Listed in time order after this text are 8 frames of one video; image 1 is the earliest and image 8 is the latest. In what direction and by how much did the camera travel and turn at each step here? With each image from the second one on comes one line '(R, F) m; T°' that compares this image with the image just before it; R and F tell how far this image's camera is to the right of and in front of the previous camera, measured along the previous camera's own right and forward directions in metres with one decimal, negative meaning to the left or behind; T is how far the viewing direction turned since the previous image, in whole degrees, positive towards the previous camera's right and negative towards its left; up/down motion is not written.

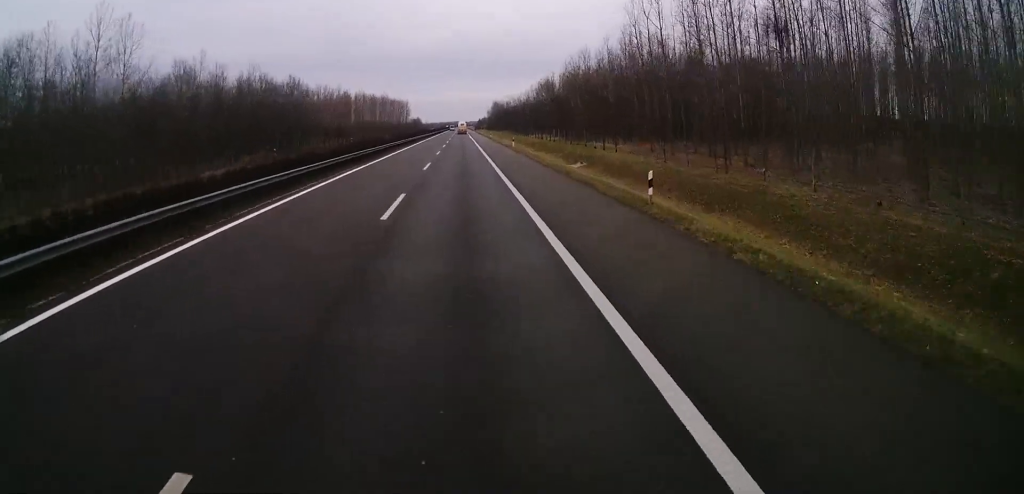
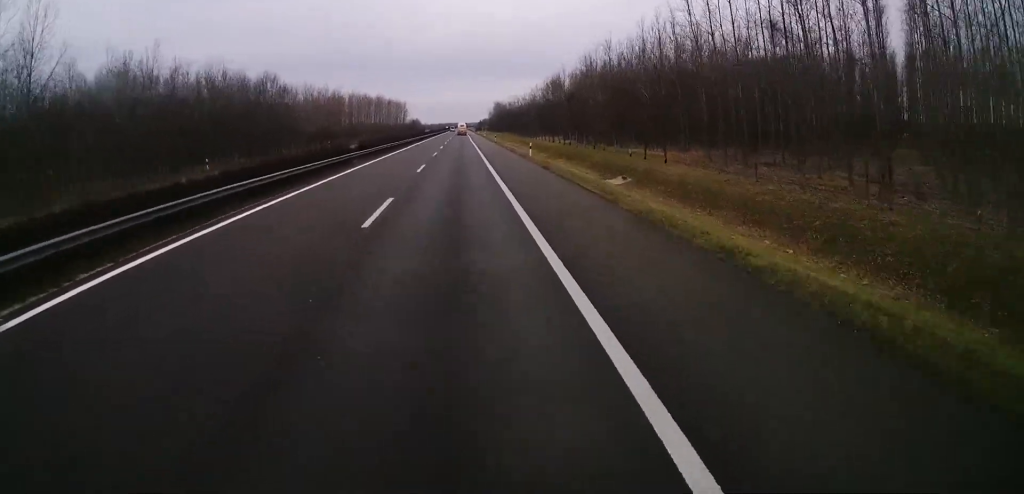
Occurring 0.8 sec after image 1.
(+0.1, +19.2) m; 0°
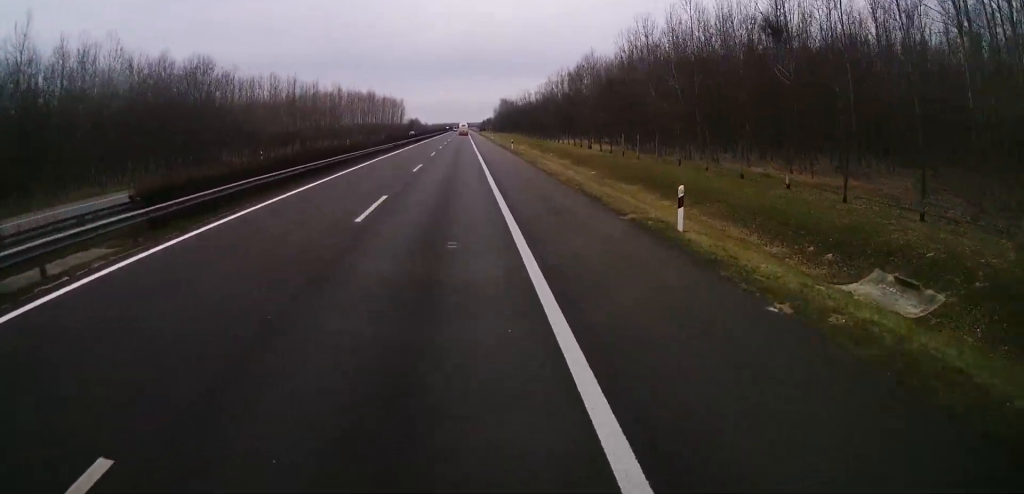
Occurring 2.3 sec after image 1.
(-0.1, +34.7) m; +1°
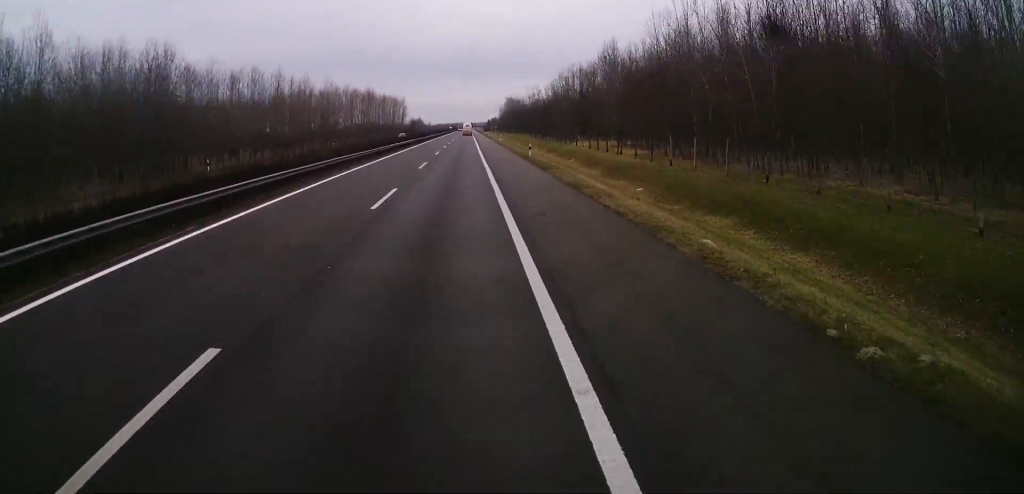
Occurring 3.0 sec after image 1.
(+0.2, +15.4) m; 0°
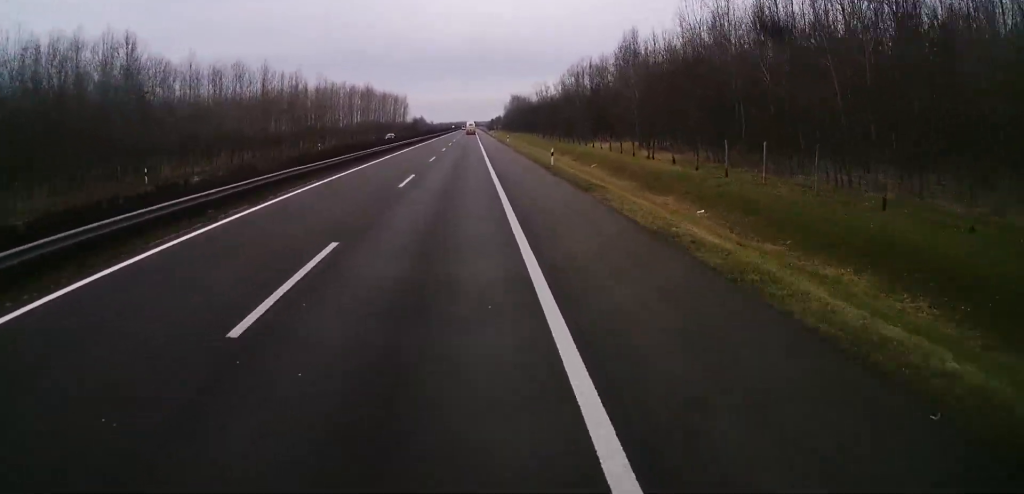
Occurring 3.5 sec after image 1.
(+0.2, +11.6) m; 0°
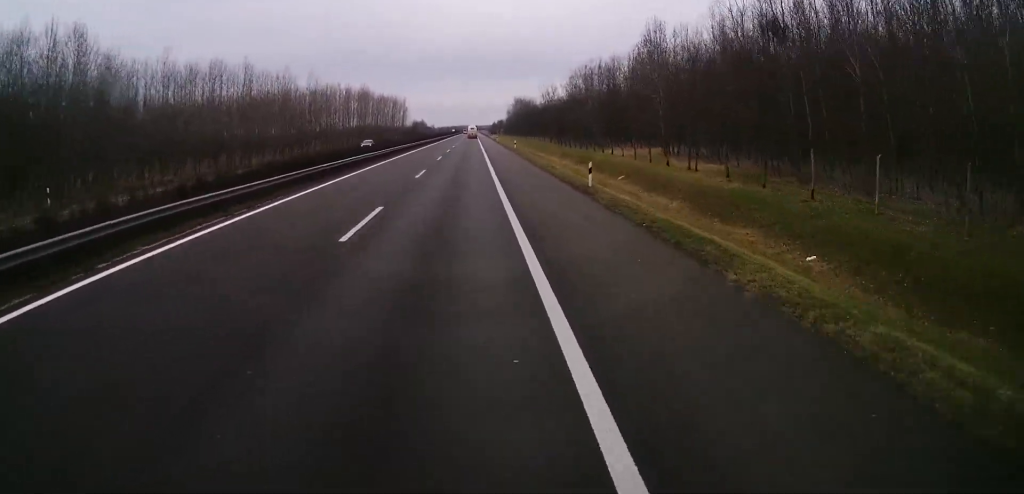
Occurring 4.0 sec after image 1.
(-0.2, +11.6) m; -1°
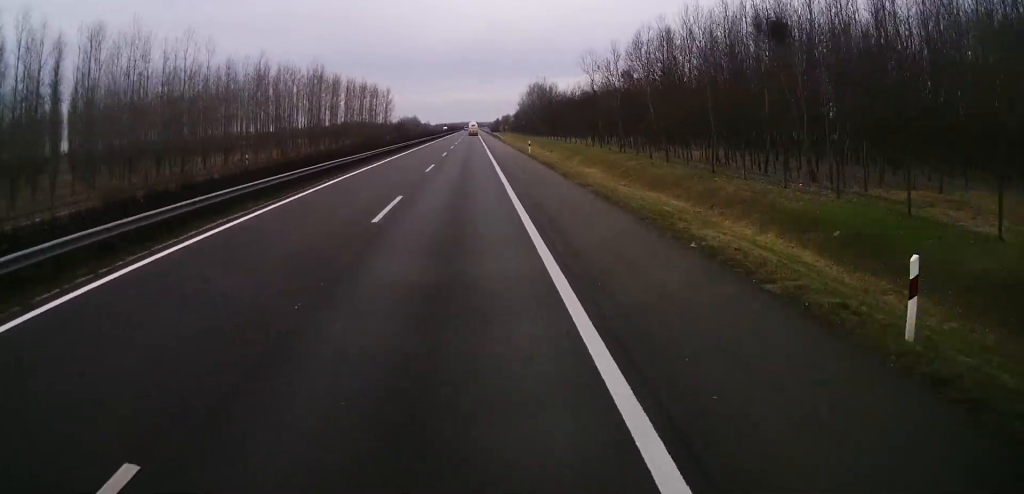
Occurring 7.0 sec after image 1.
(-1.8, +69.3) m; -1°
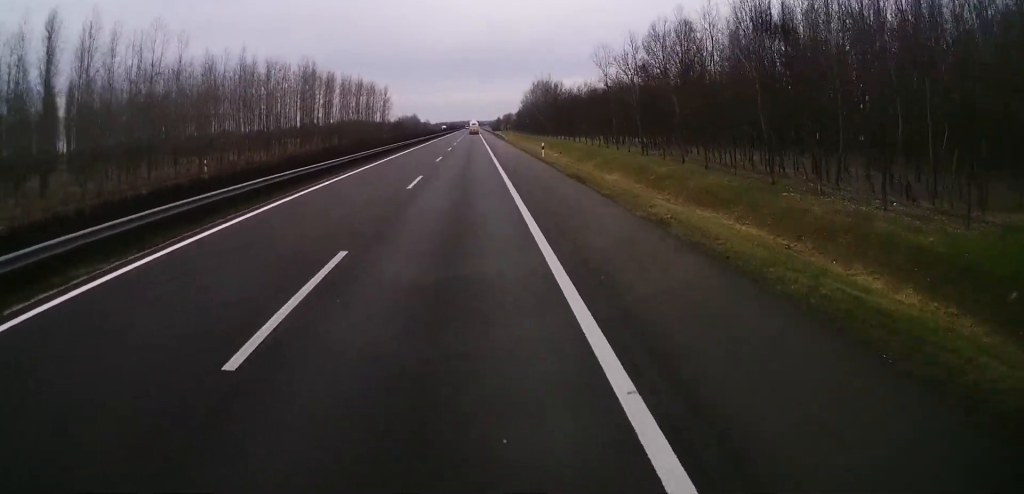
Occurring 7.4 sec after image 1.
(+0.2, +10.0) m; 0°
